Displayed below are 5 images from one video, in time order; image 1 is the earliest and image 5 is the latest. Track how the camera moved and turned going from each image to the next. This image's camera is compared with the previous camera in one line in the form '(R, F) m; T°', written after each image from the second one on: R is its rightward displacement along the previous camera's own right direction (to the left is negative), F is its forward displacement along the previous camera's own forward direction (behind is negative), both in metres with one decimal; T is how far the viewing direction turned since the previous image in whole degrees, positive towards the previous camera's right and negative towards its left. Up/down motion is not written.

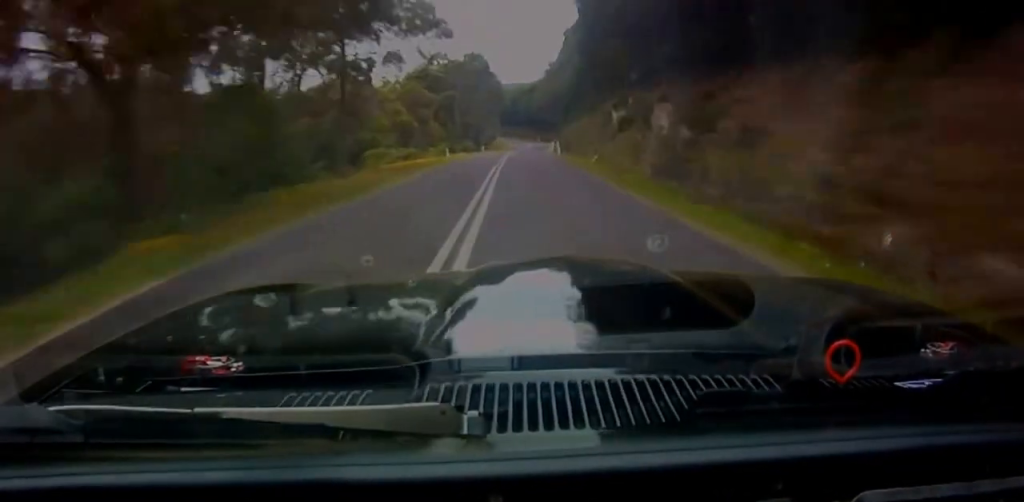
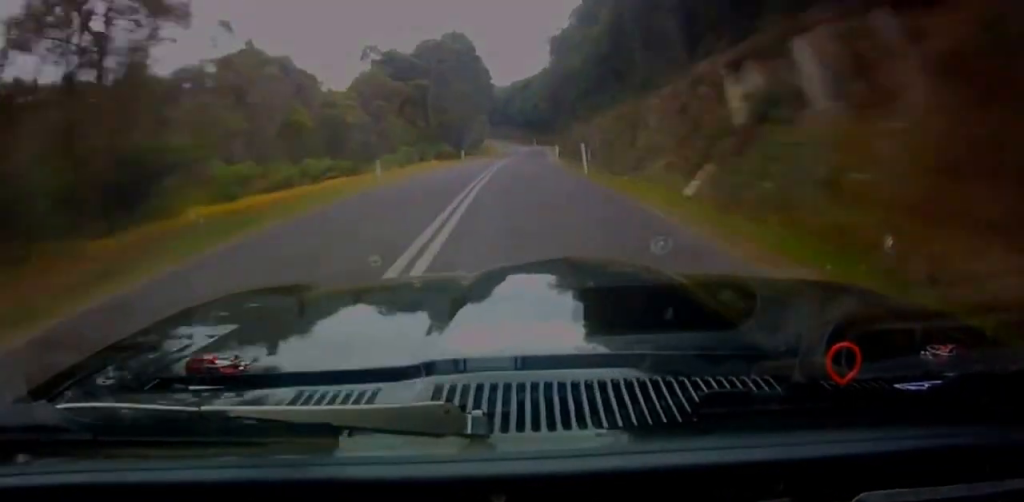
(+0.1, +22.8) m; 0°
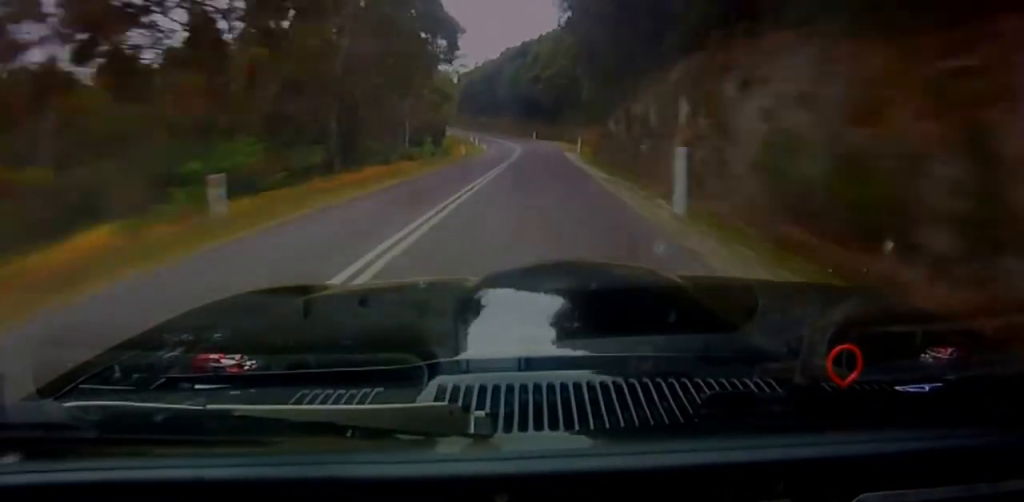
(+0.4, +49.0) m; -1°
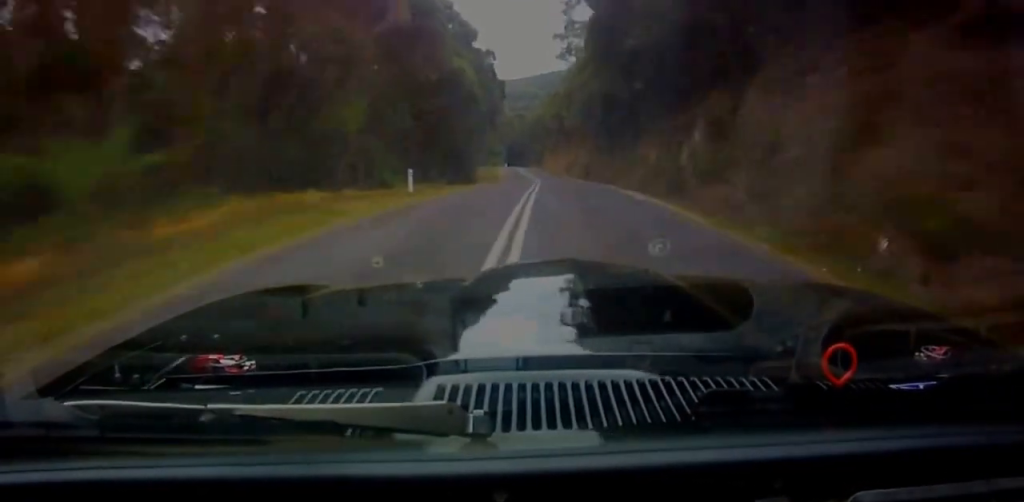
(-15.3, +194.1) m; -5°
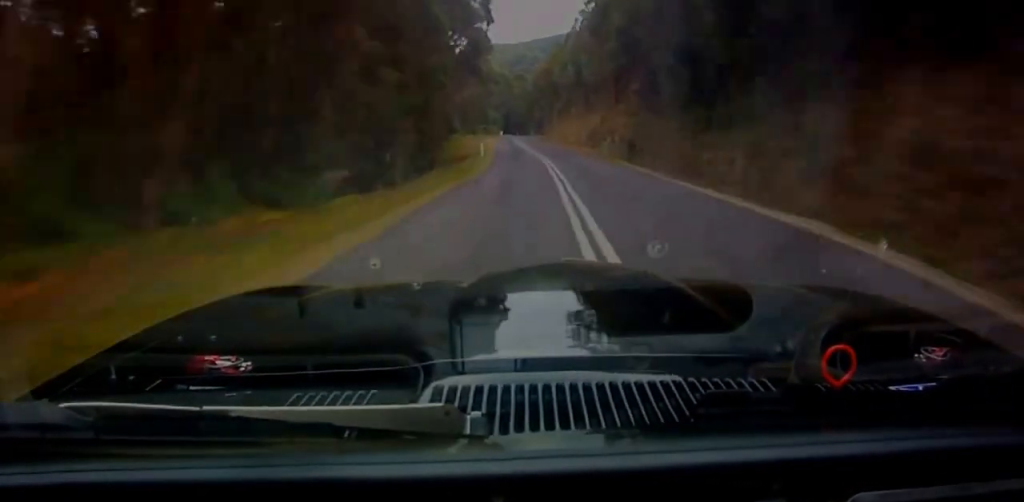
(-0.1, +29.4) m; -1°
